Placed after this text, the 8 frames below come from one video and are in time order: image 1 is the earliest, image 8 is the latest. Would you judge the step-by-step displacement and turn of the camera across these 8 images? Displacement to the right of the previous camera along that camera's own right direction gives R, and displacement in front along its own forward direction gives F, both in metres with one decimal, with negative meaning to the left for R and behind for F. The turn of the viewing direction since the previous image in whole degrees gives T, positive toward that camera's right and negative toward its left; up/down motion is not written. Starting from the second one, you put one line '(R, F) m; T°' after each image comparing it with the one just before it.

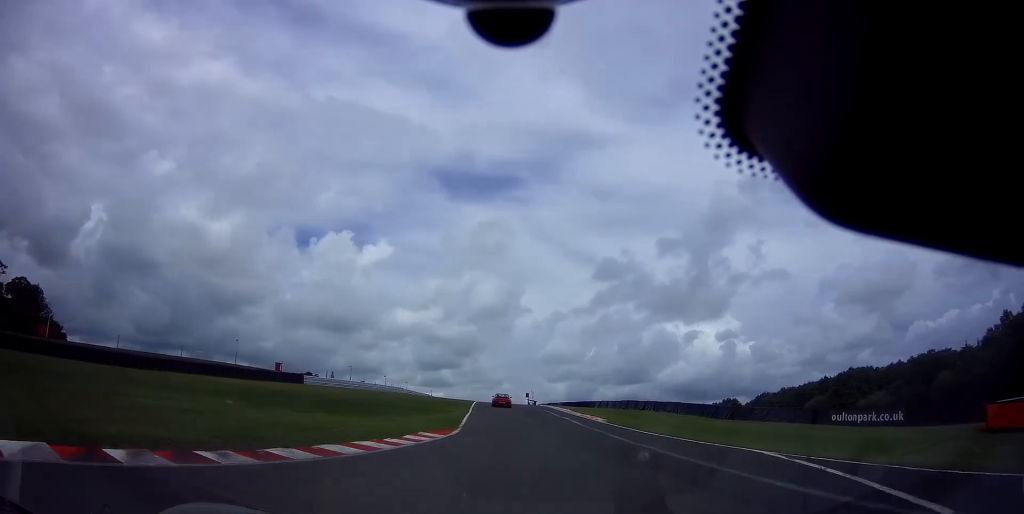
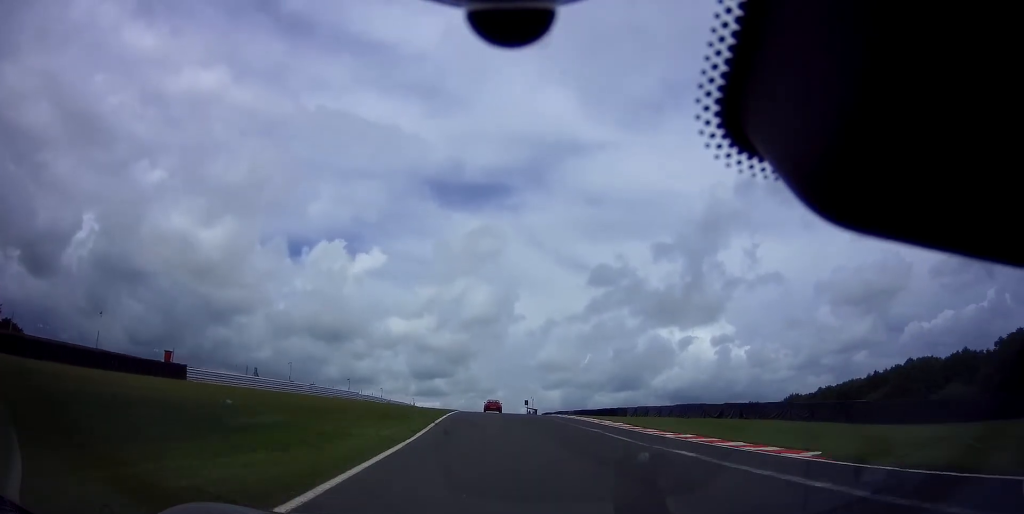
(+1.0, +22.9) m; +2°
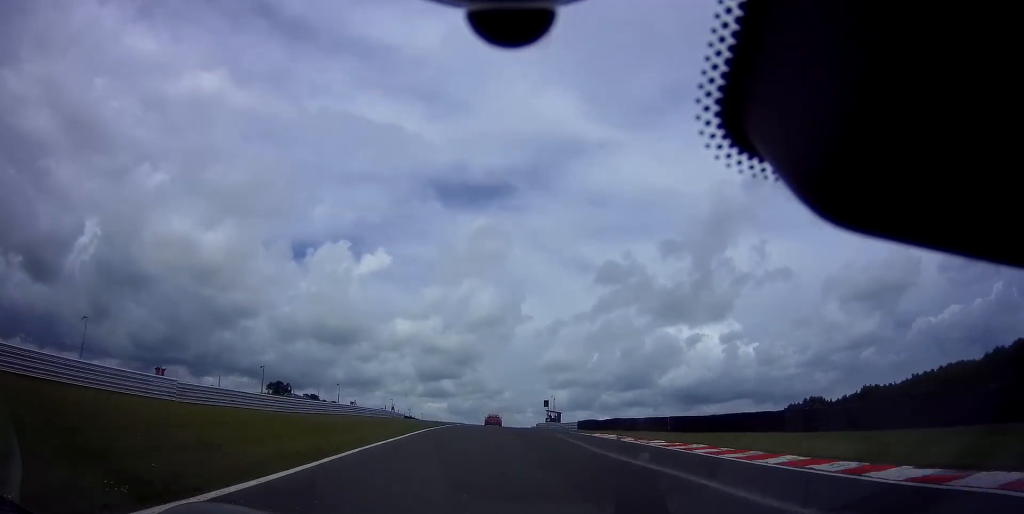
(-0.3, +35.4) m; -1°
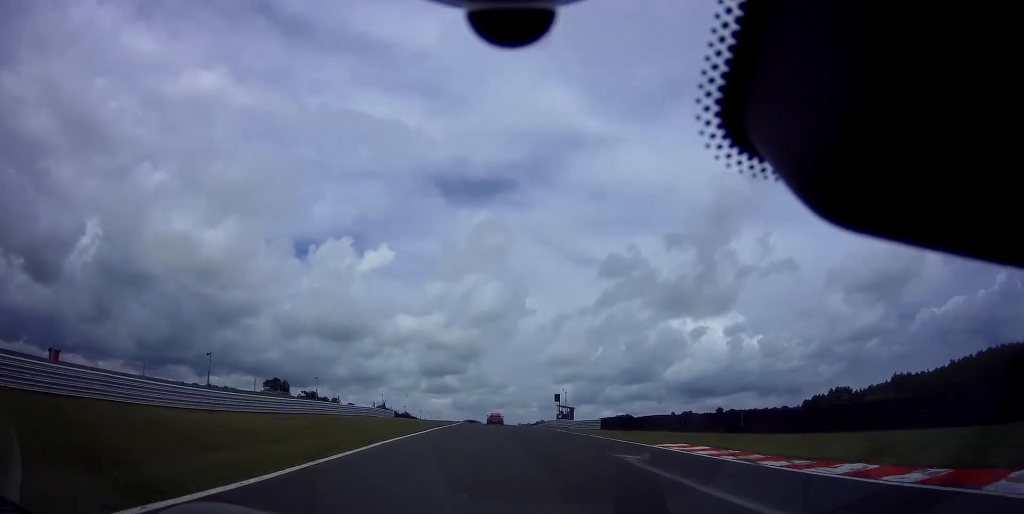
(0.0, +11.4) m; 0°
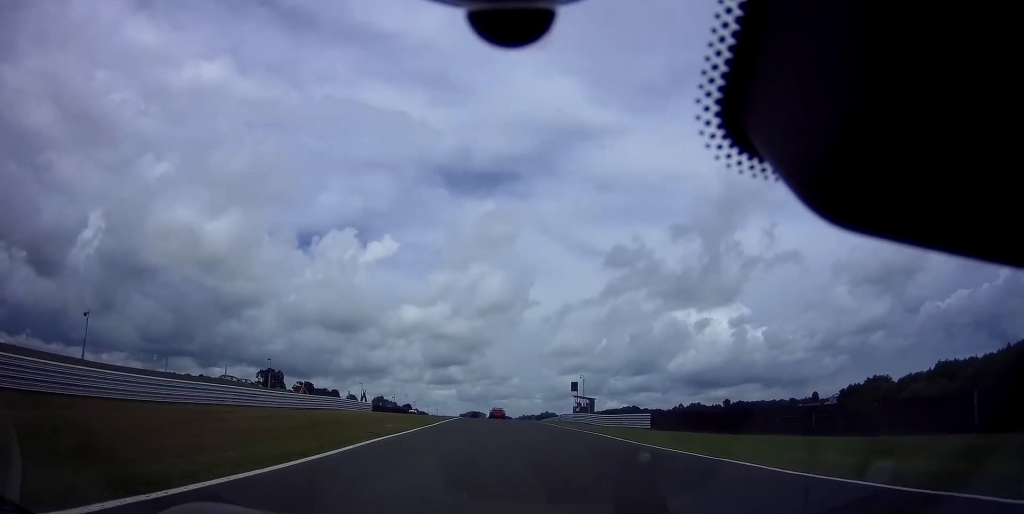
(-0.1, +15.5) m; 0°
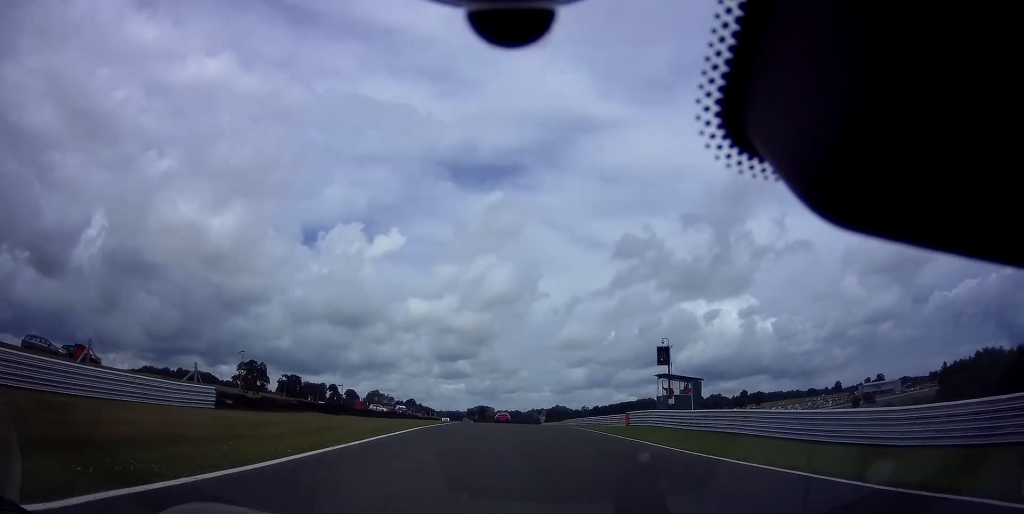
(-0.1, +35.4) m; -1°
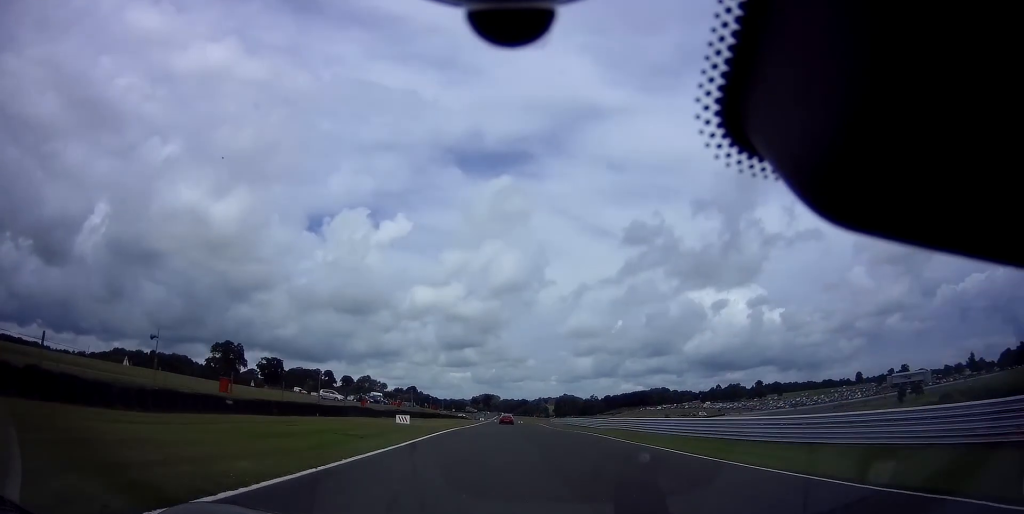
(-0.2, +34.0) m; 0°
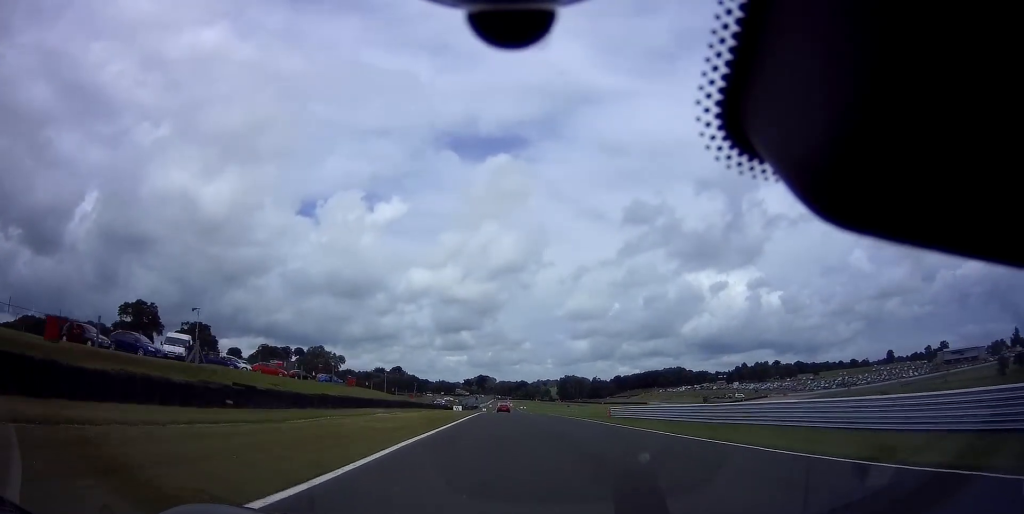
(-0.1, +68.6) m; 0°
